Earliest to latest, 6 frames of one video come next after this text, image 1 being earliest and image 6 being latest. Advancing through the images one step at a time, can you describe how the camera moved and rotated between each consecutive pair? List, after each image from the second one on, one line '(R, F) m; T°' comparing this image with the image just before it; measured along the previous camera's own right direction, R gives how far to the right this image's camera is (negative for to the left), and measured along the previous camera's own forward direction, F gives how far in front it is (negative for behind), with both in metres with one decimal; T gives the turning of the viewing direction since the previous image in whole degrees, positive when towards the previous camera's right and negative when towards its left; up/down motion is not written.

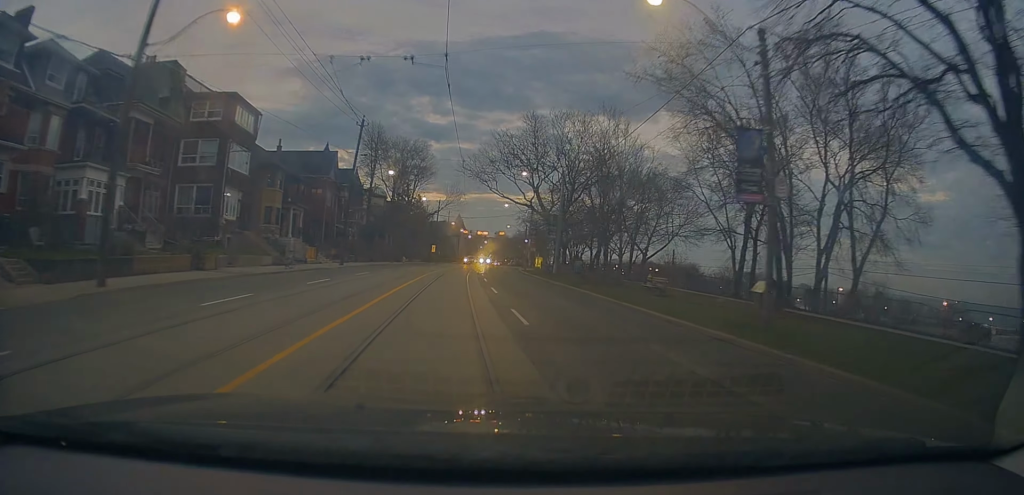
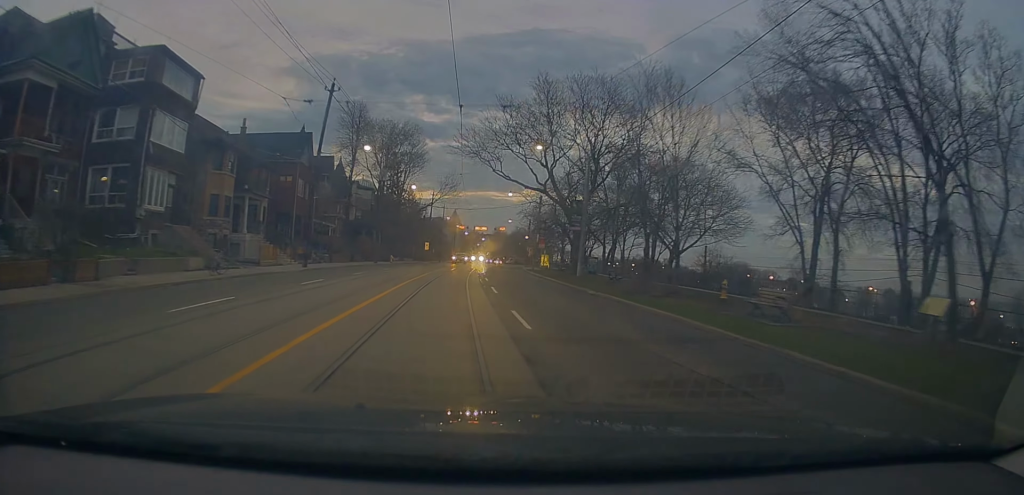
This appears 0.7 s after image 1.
(+0.3, +10.0) m; 0°
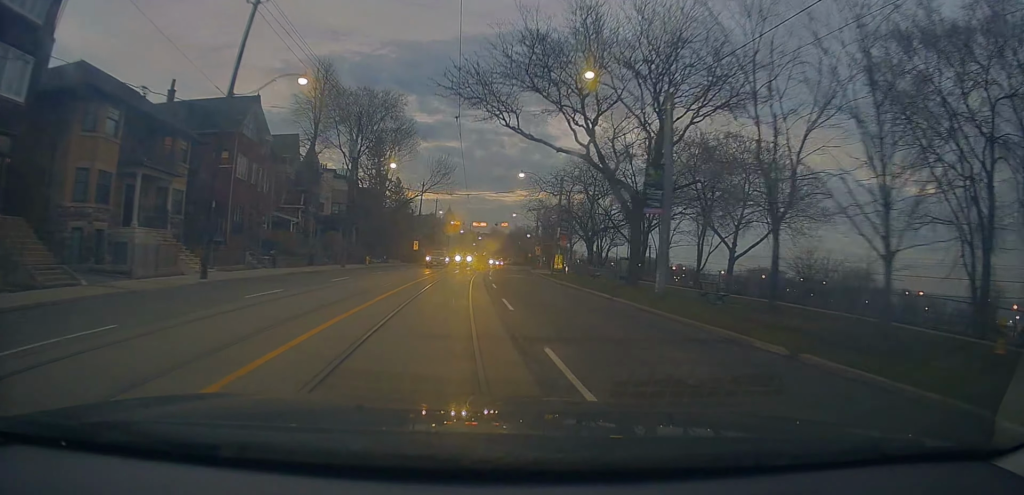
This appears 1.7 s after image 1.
(-0.1, +14.2) m; -1°
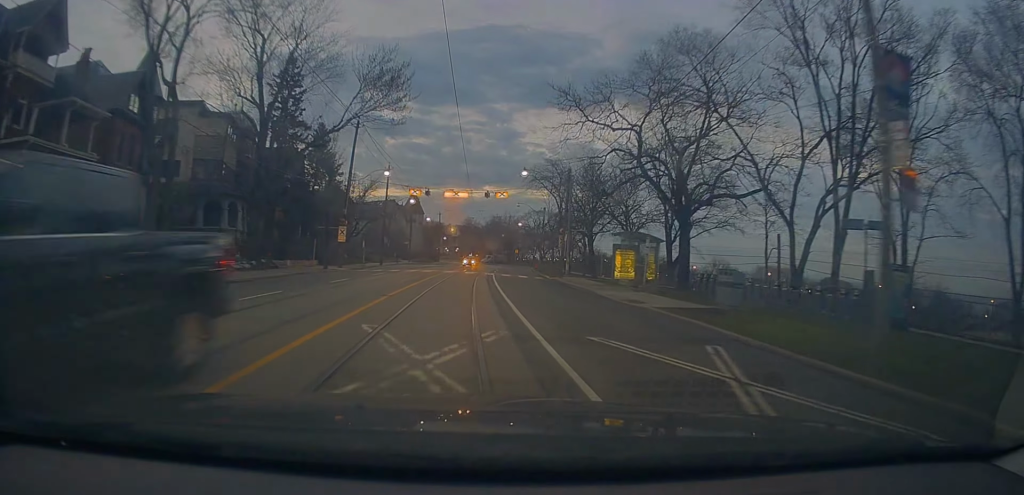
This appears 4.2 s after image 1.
(+0.9, +36.1) m; +4°
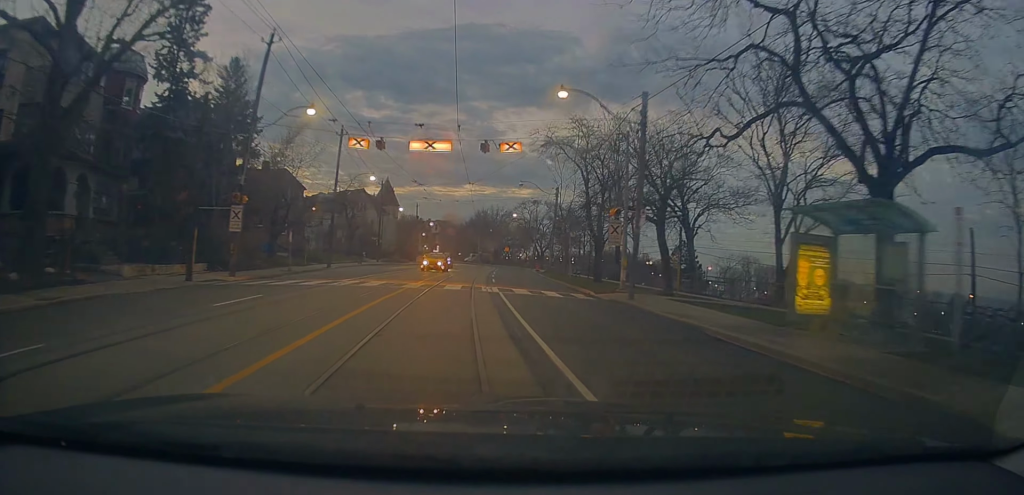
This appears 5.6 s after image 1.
(+0.4, +19.2) m; +2°
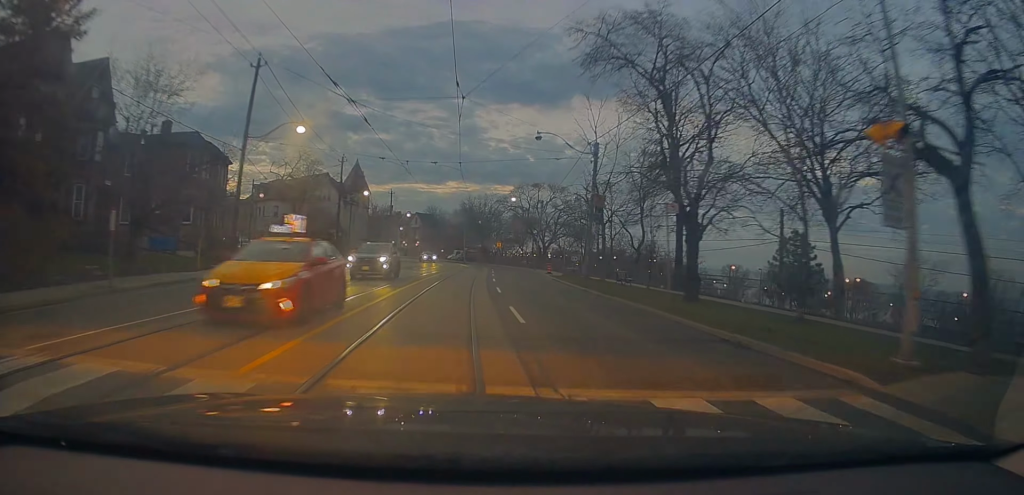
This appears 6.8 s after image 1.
(+0.4, +18.4) m; +1°
